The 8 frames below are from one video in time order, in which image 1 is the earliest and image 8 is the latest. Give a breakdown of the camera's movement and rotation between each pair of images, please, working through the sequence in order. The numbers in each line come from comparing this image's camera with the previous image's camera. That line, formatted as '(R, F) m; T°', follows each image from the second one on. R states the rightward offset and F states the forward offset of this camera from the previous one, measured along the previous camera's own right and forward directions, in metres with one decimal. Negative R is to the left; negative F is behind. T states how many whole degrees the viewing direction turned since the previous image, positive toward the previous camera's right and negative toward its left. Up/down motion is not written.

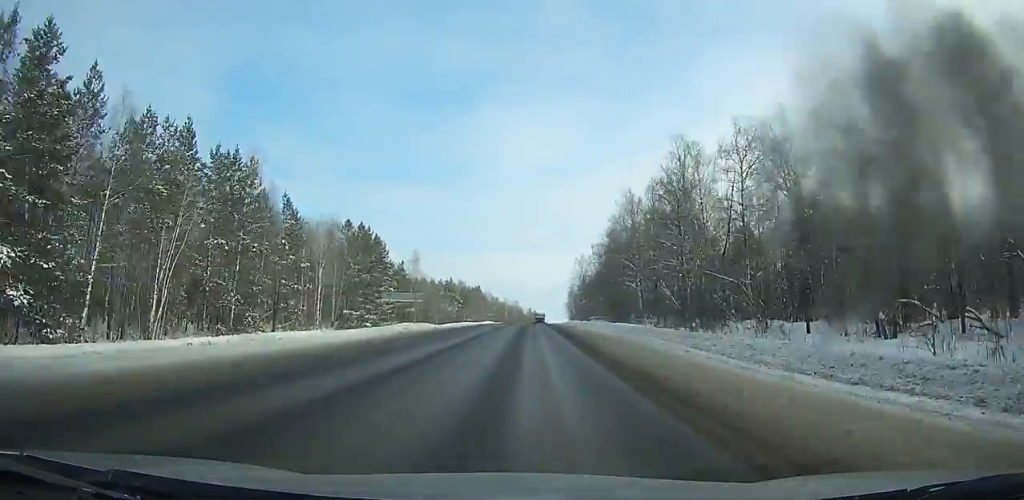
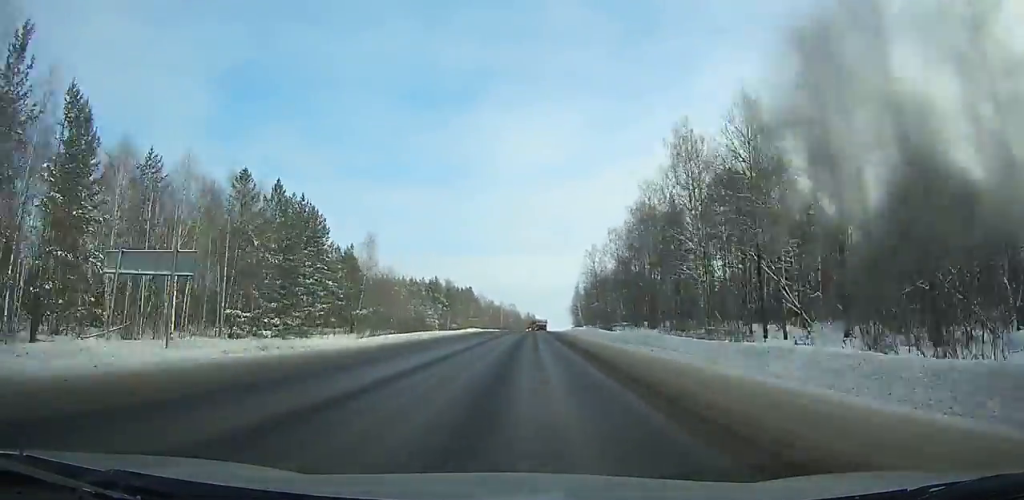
(0.0, +32.8) m; 0°
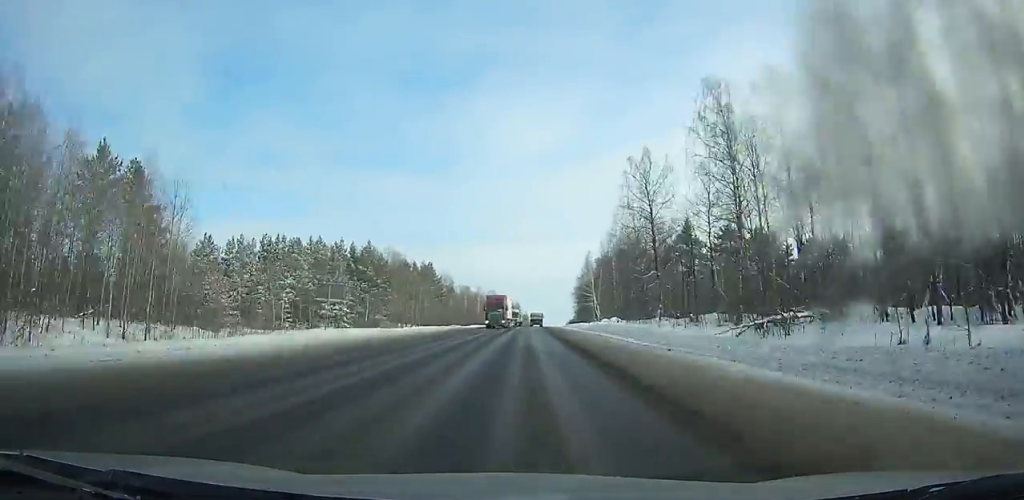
(+0.5, +66.2) m; +1°
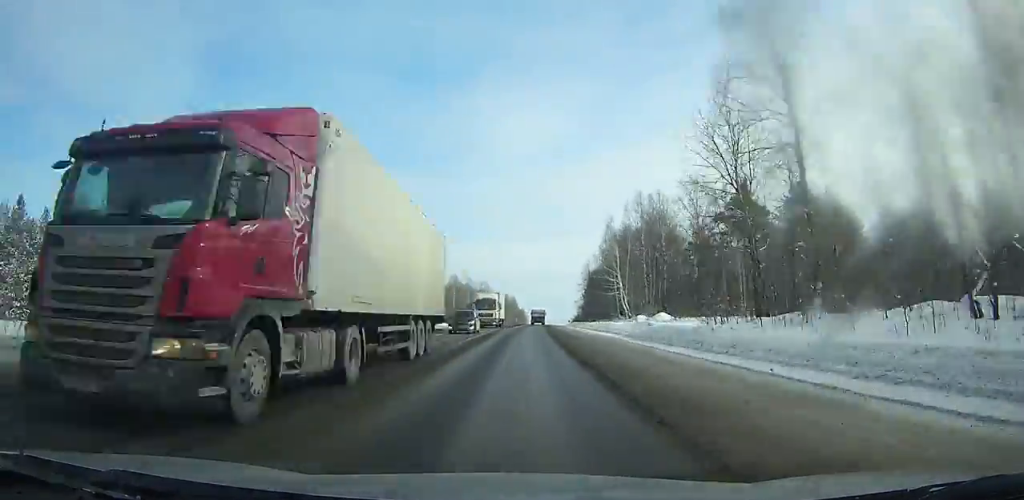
(+0.3, +33.4) m; +1°
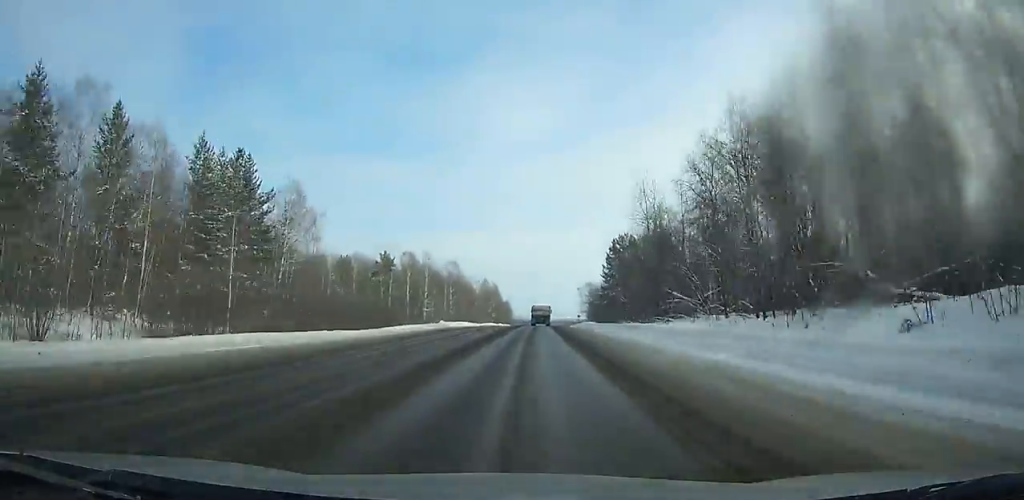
(+0.6, +73.6) m; +1°
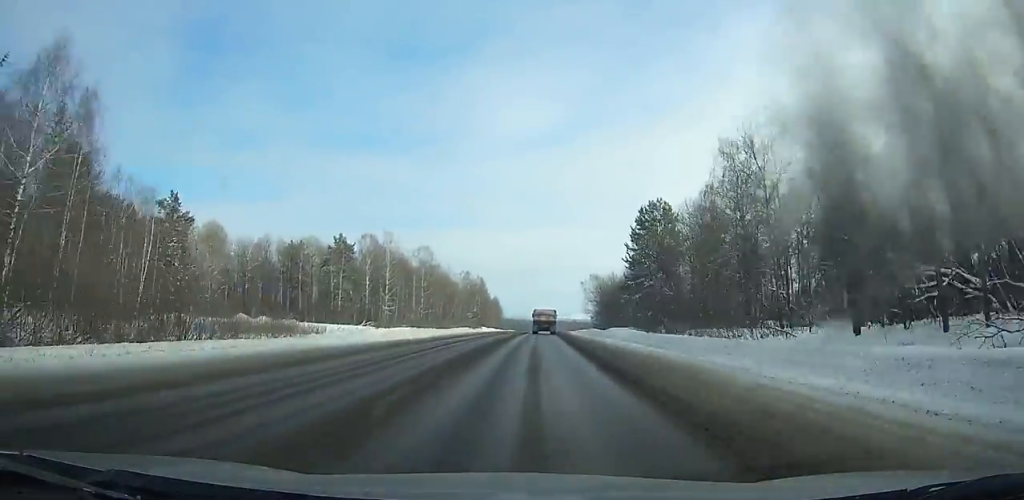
(+0.4, +37.6) m; +1°
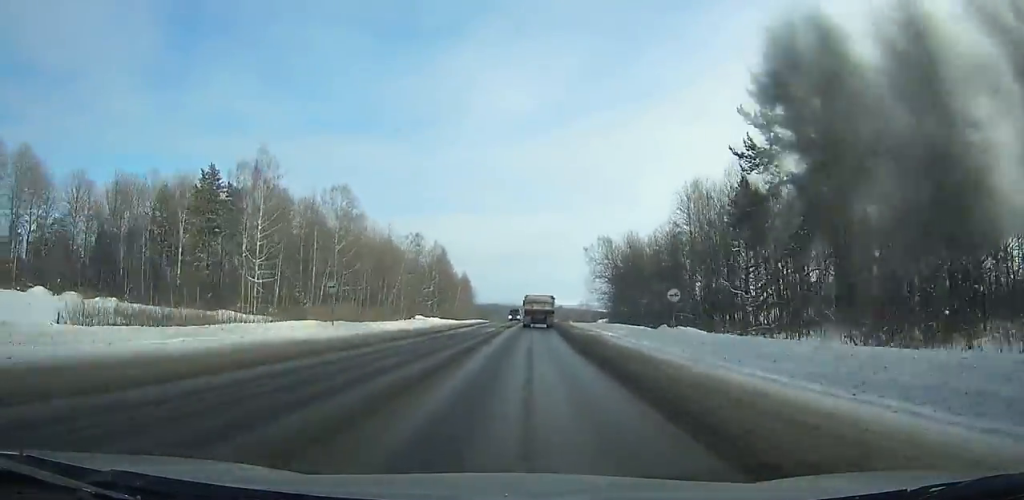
(+0.7, +55.7) m; +1°
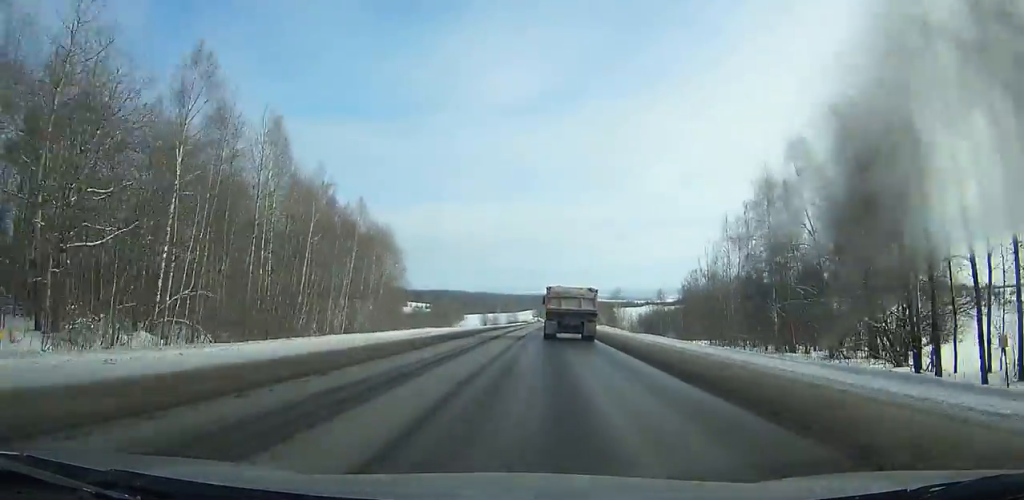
(+1.4, +104.0) m; +2°
